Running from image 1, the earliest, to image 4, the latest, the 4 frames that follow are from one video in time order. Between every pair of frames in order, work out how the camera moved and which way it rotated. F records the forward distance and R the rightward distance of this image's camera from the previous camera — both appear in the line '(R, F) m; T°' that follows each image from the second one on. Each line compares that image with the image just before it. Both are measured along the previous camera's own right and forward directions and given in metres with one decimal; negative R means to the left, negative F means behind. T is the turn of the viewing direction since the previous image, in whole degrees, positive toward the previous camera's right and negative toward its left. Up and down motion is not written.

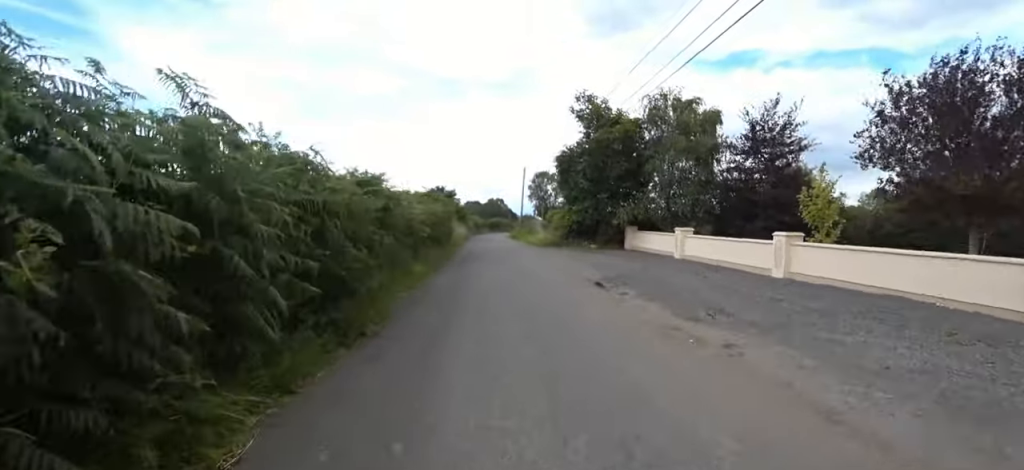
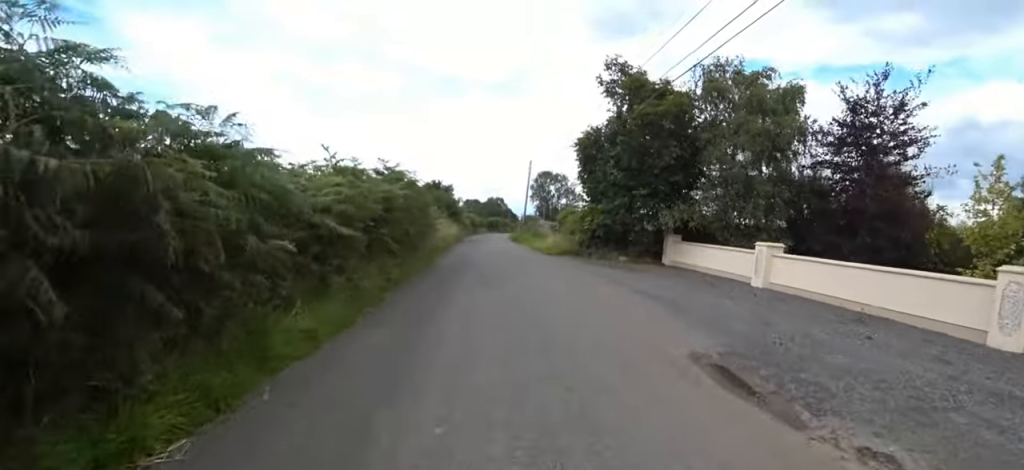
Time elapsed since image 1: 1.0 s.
(0.0, +5.4) m; +2°
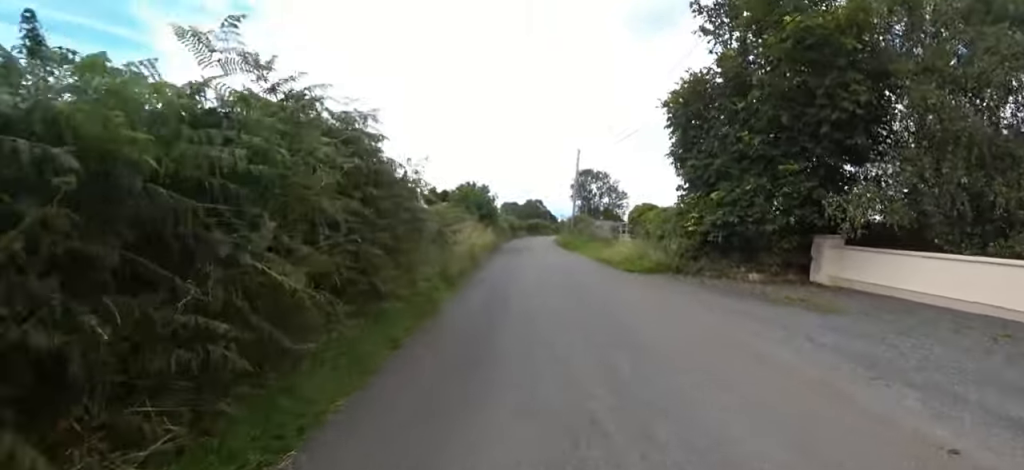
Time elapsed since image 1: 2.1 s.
(+0.3, +6.5) m; -2°
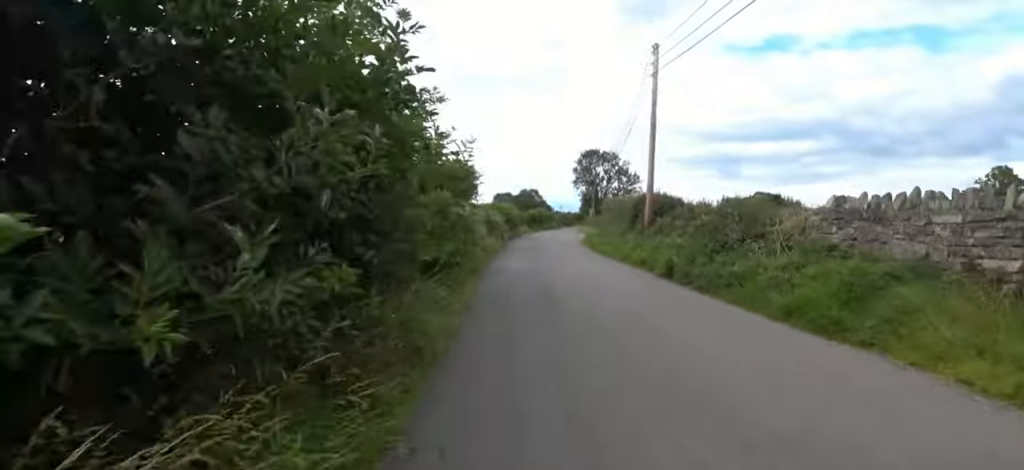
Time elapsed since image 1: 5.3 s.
(-1.0, +17.9) m; 0°
